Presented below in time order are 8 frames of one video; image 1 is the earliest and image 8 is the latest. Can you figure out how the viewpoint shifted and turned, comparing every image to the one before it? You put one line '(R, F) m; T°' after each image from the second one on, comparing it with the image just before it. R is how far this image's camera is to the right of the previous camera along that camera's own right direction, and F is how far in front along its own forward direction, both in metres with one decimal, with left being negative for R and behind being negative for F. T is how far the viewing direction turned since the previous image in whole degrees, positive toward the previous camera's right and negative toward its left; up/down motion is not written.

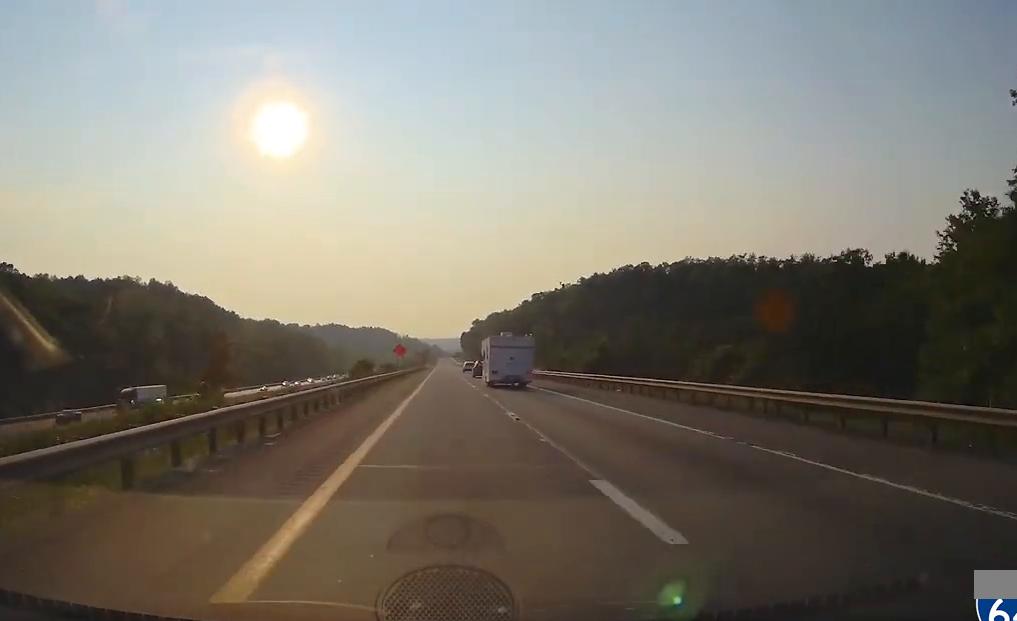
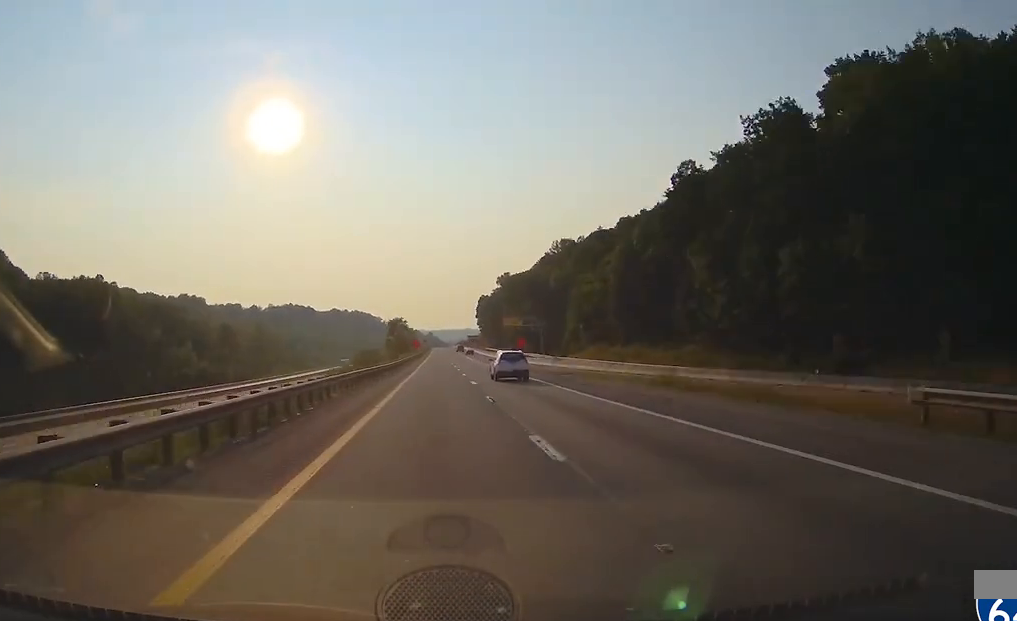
(-1.9, +317.4) m; -1°
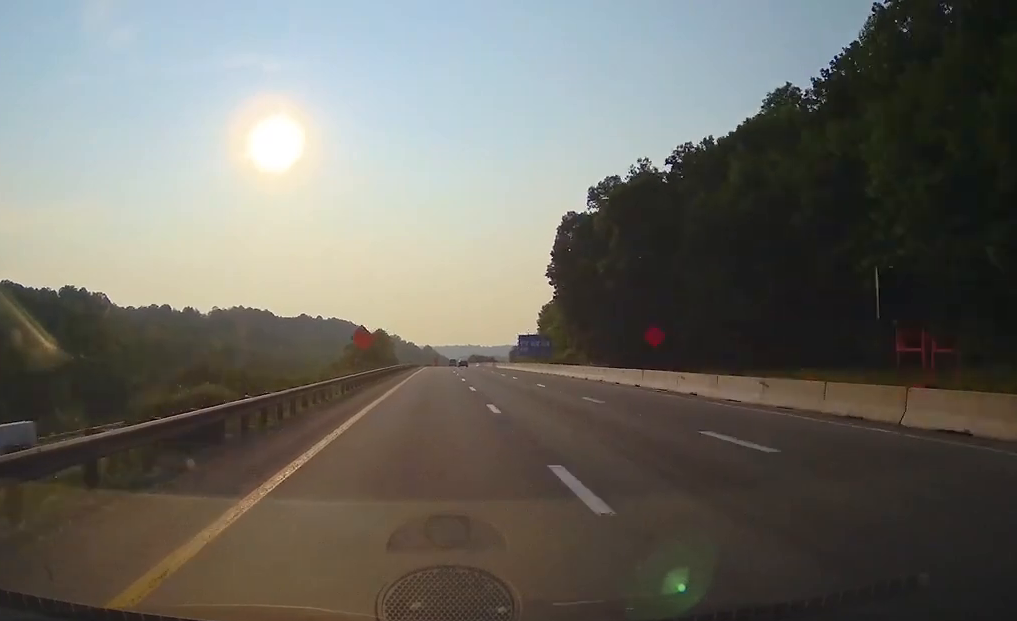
(-0.1, +219.1) m; +1°
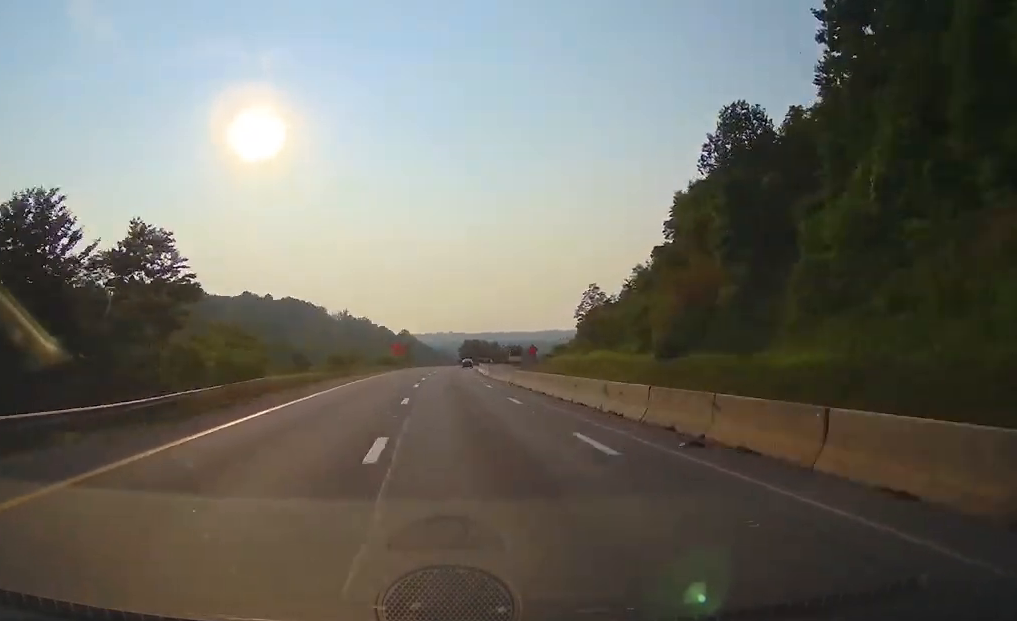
(+2.7, +154.3) m; +4°
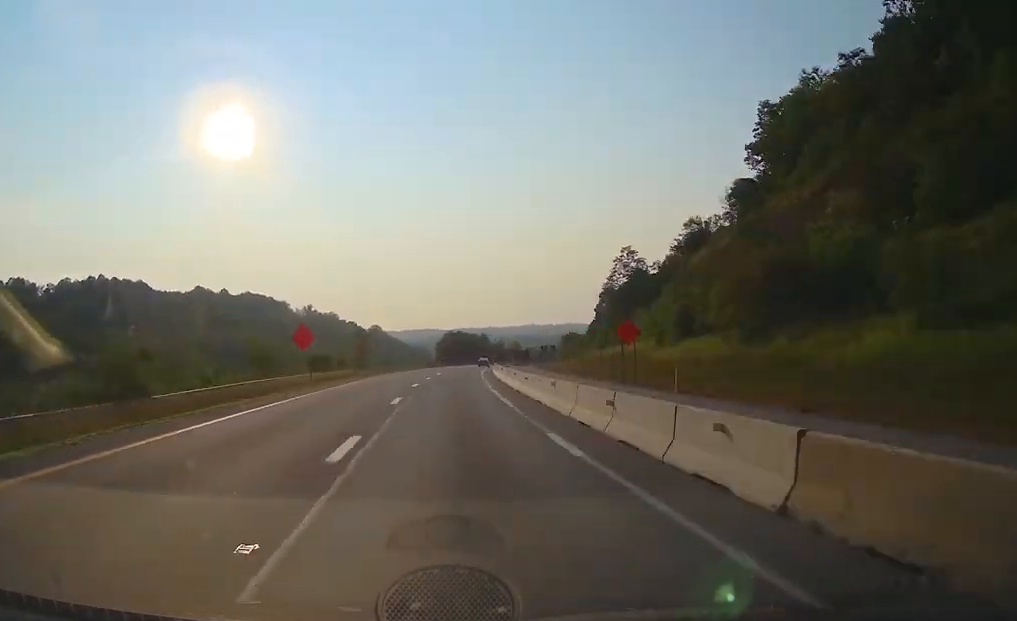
(+0.6, +61.0) m; +3°
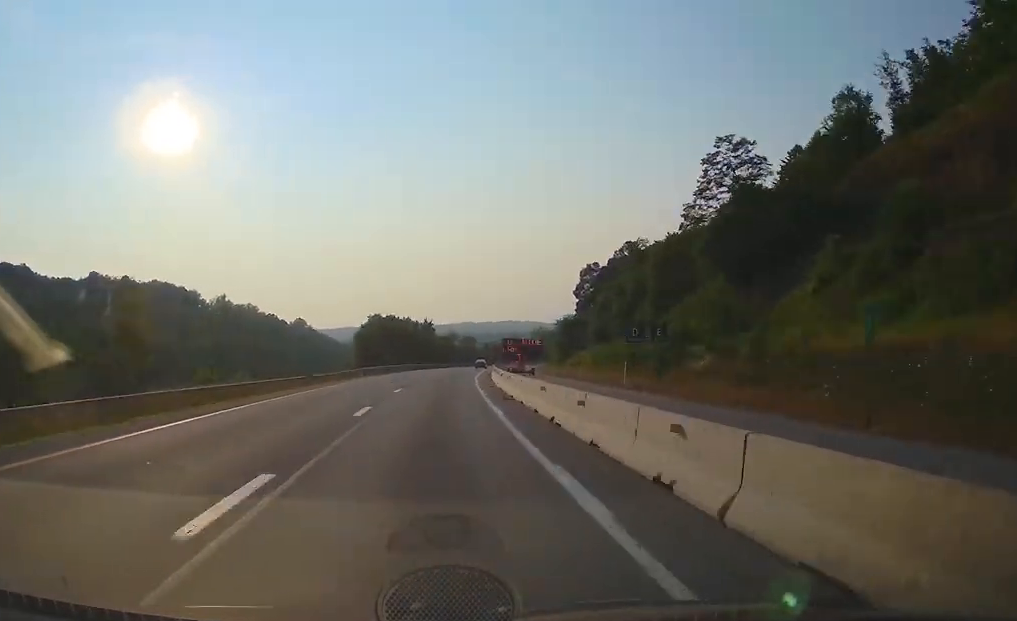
(+2.7, +77.8) m; +4°
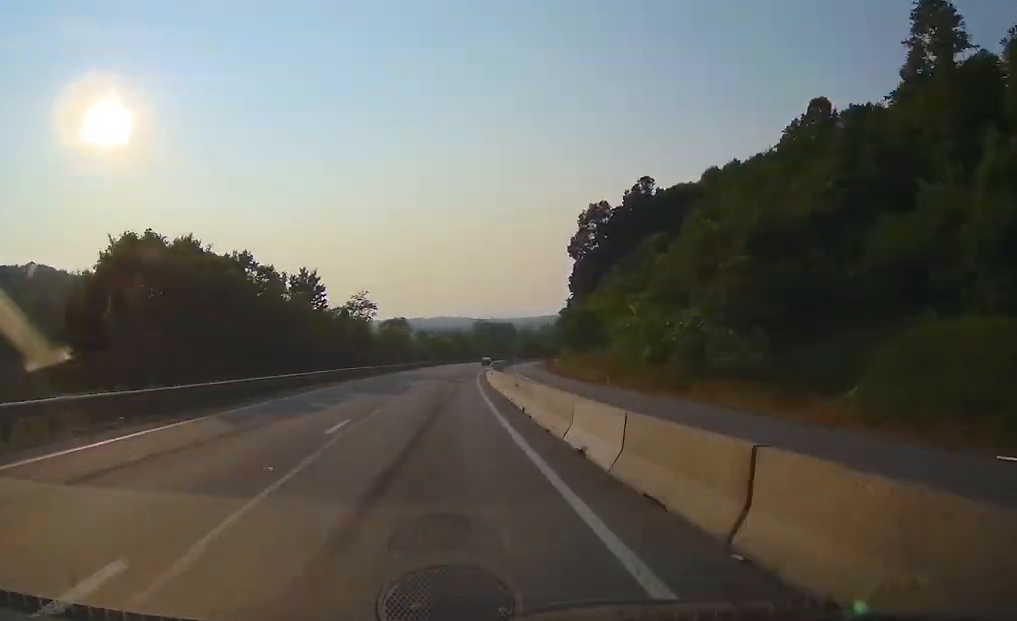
(+4.8, +89.8) m; +6°
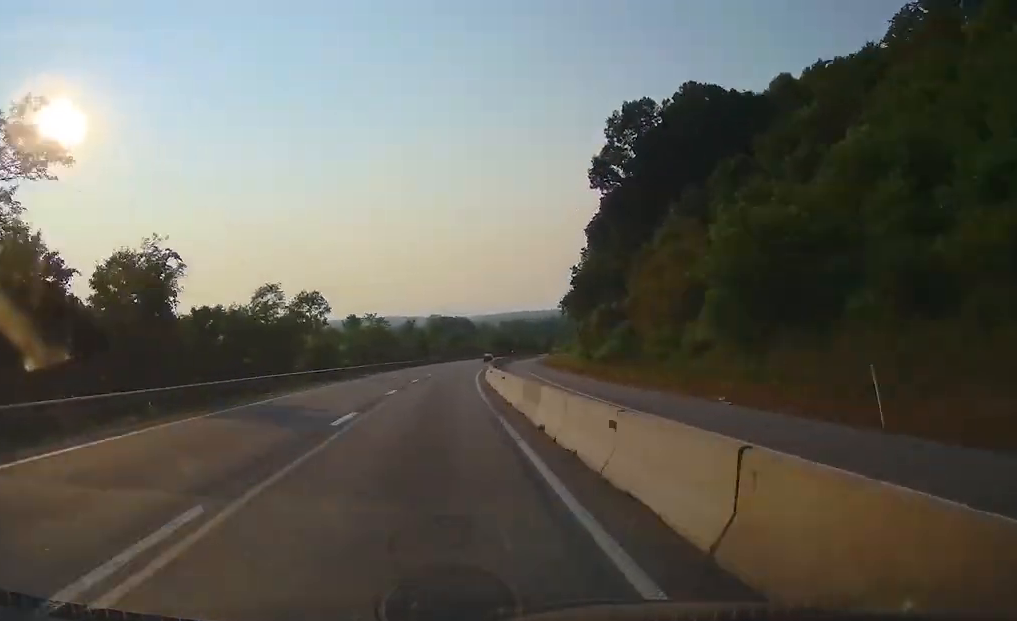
(+0.2, +59.8) m; +4°
